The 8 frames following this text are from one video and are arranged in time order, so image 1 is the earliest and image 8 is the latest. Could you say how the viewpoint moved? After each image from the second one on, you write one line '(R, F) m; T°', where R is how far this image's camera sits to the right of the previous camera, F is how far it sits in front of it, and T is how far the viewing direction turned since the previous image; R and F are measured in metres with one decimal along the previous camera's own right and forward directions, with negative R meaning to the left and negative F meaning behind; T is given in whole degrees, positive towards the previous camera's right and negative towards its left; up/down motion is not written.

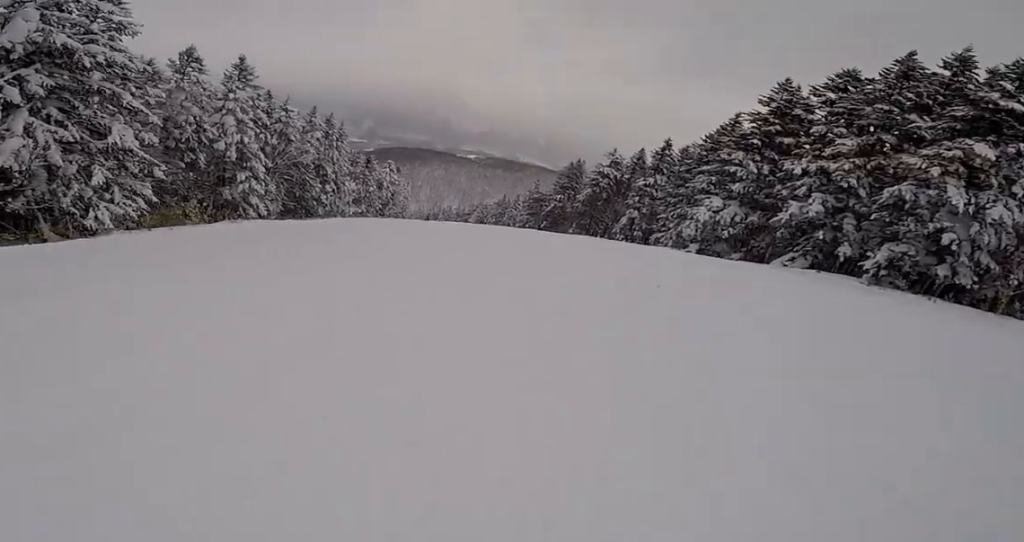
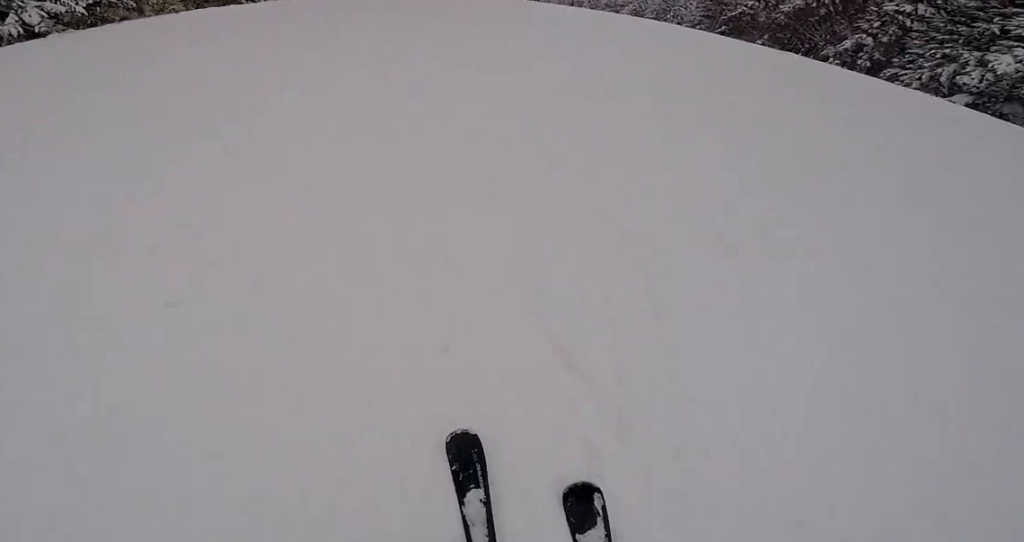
(-0.9, +8.8) m; -12°
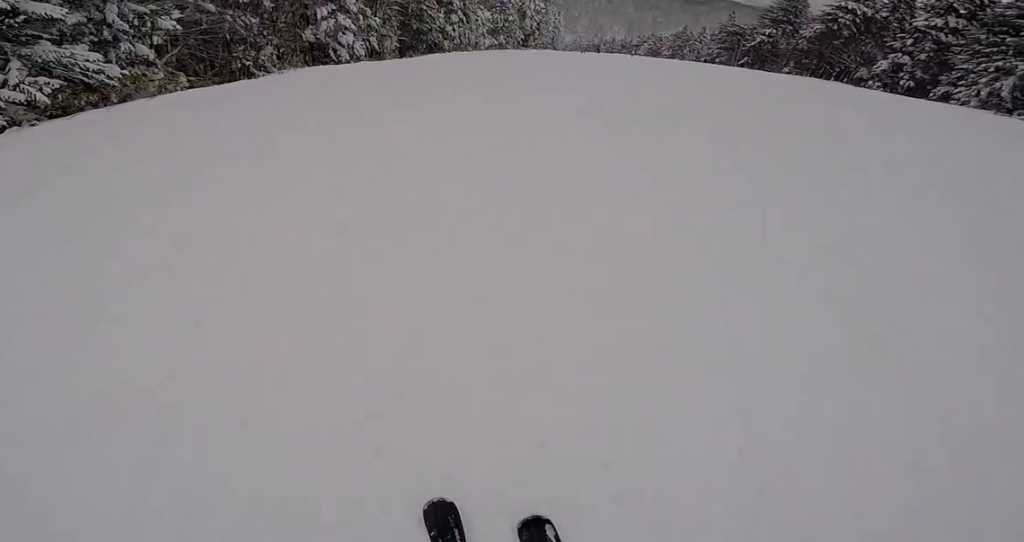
(-0.3, +4.4) m; -7°
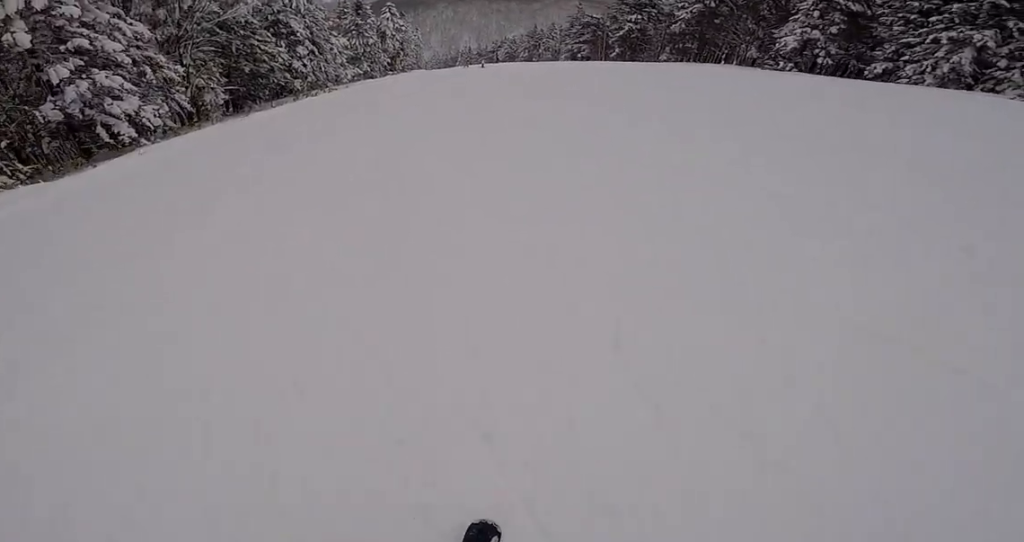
(-2.6, +13.7) m; 0°
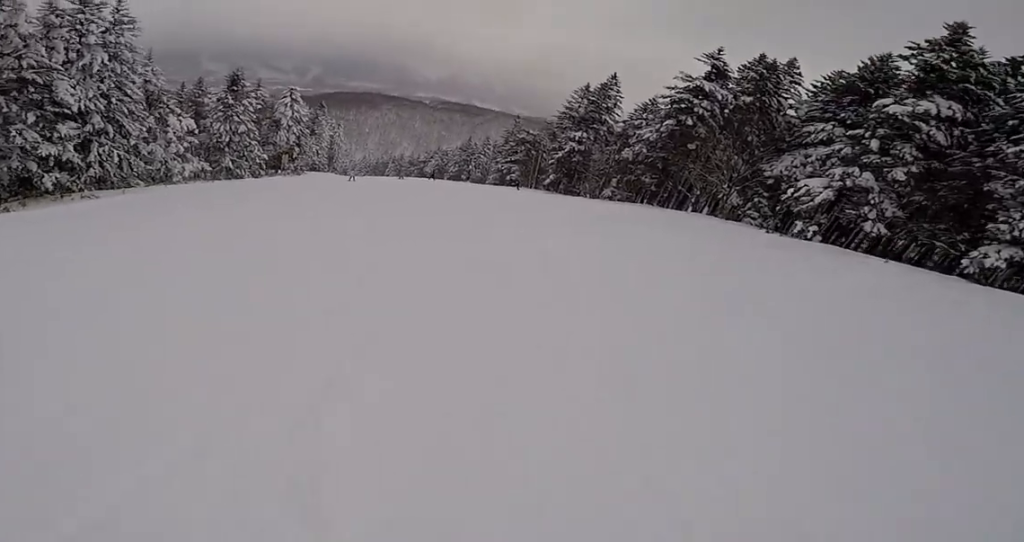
(+9.3, +21.0) m; +23°
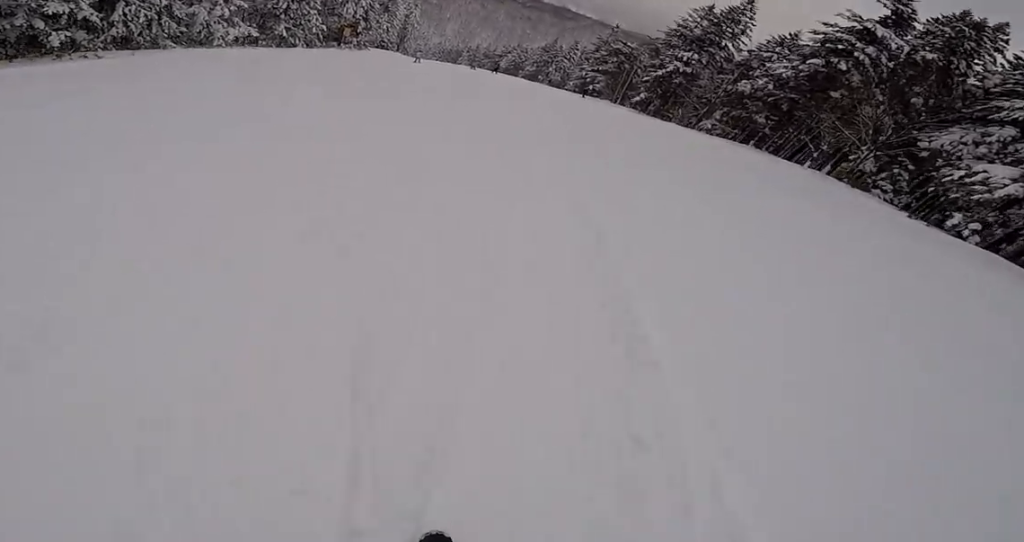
(+0.7, +5.8) m; -12°
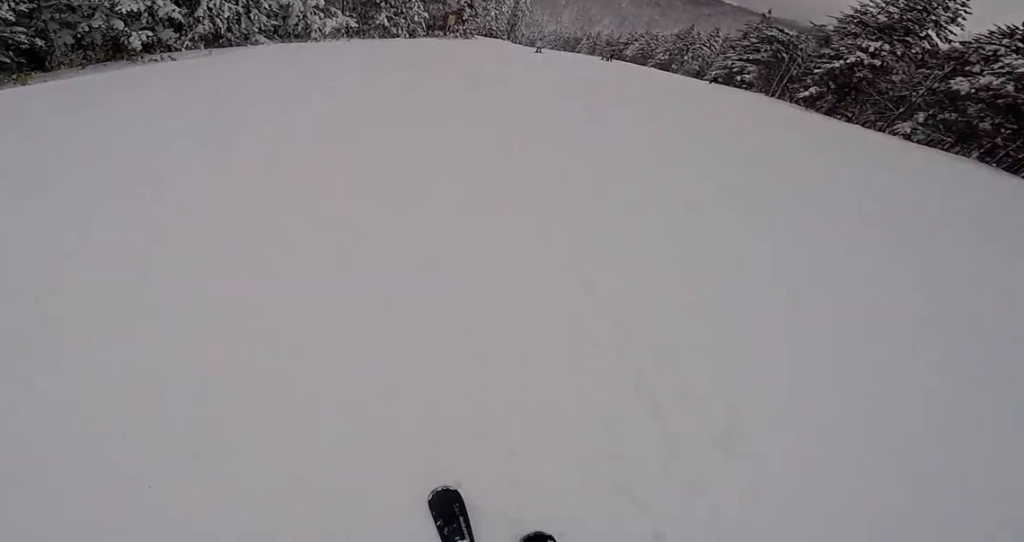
(-1.4, +5.1) m; -9°
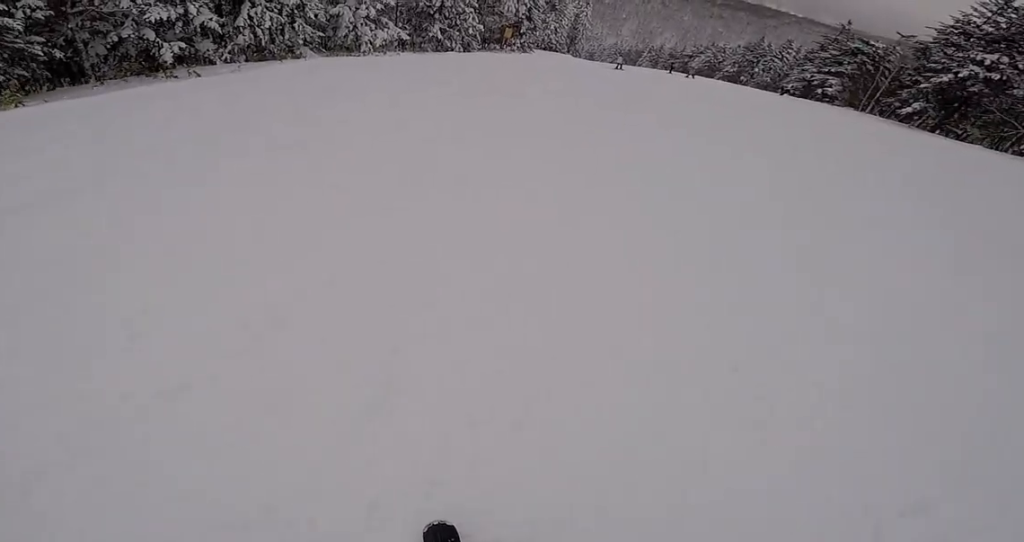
(-1.4, +4.7) m; -7°
